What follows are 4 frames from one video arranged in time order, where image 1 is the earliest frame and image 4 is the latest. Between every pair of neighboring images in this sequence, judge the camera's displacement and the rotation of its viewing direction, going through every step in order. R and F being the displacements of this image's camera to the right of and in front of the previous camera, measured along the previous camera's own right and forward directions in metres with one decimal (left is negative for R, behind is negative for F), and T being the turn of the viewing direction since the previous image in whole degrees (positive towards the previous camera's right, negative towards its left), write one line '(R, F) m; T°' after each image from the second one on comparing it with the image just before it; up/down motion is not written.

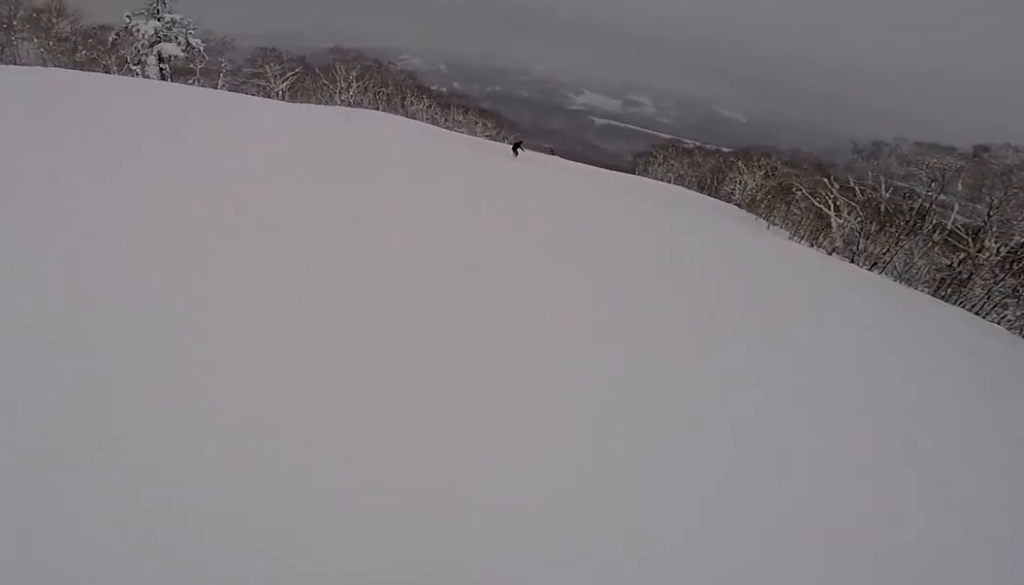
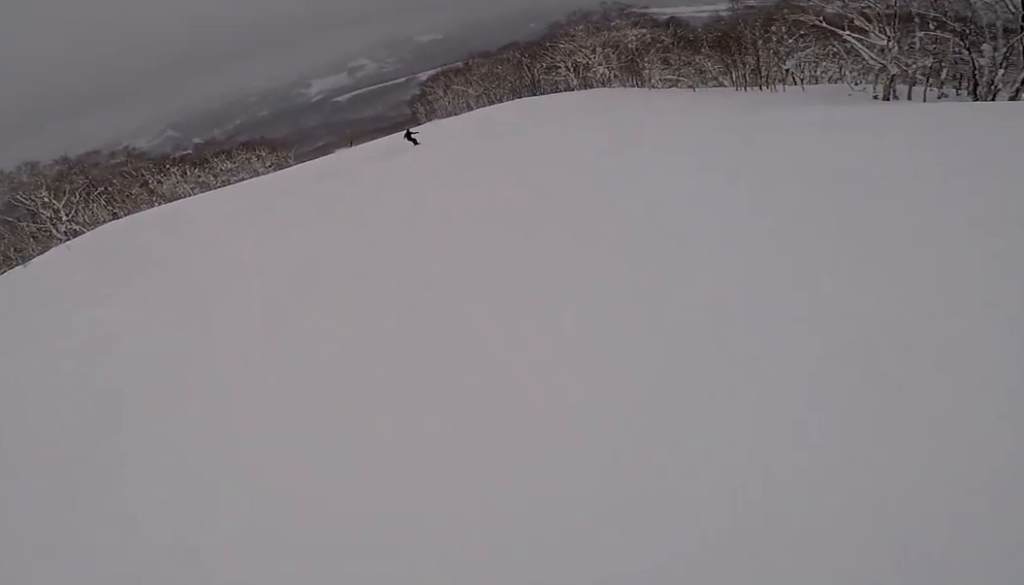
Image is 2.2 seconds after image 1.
(+2.7, +25.6) m; +21°
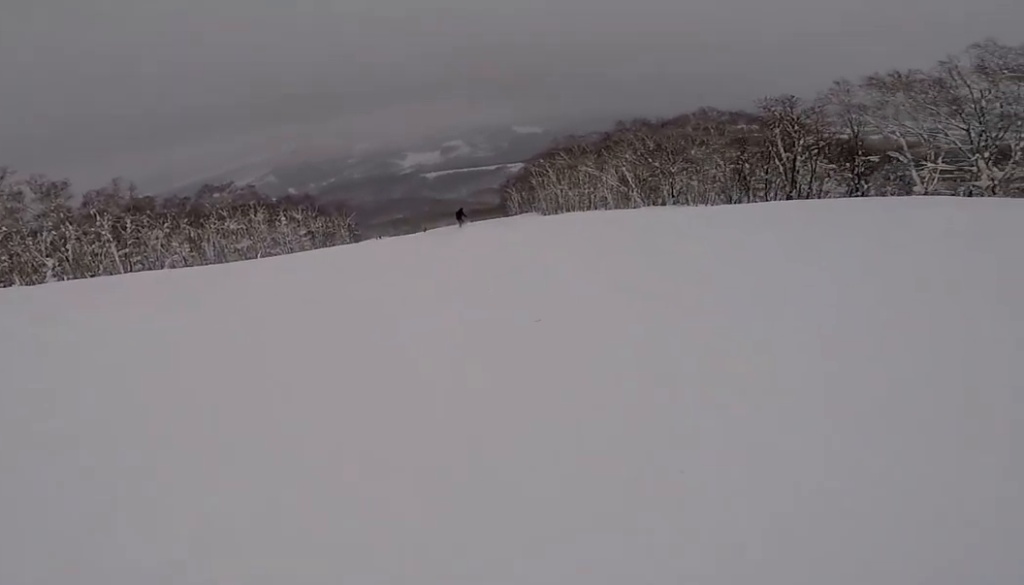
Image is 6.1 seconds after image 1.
(-4.2, +46.4) m; -9°
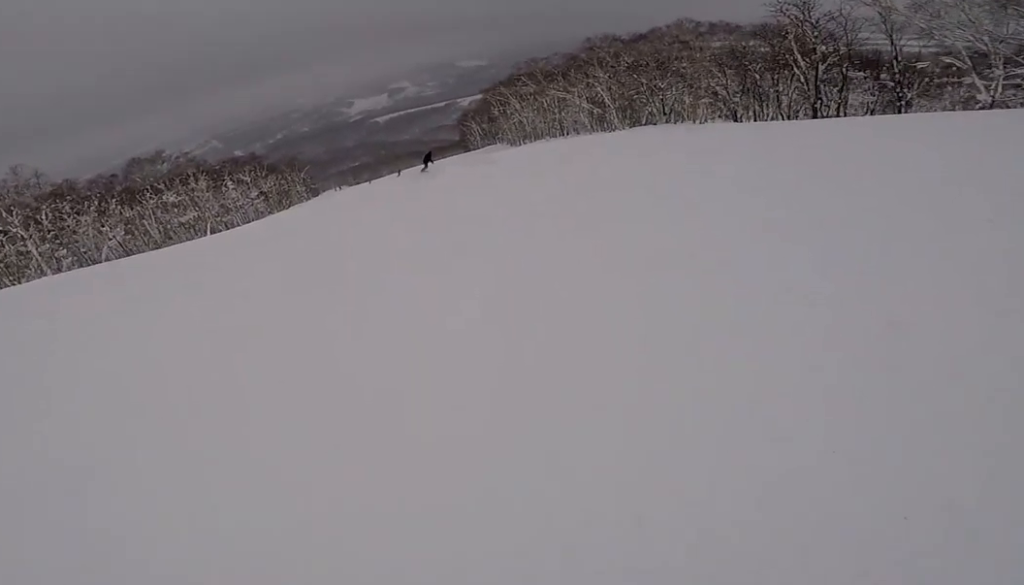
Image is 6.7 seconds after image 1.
(0.0, +6.9) m; +4°
